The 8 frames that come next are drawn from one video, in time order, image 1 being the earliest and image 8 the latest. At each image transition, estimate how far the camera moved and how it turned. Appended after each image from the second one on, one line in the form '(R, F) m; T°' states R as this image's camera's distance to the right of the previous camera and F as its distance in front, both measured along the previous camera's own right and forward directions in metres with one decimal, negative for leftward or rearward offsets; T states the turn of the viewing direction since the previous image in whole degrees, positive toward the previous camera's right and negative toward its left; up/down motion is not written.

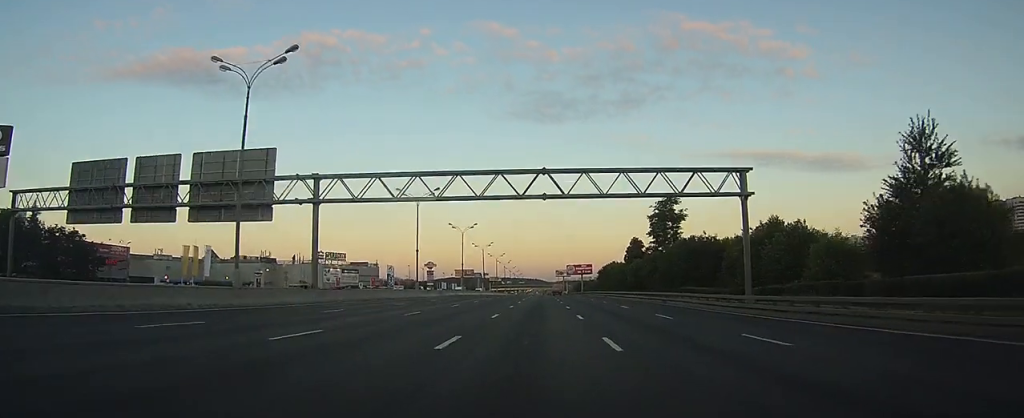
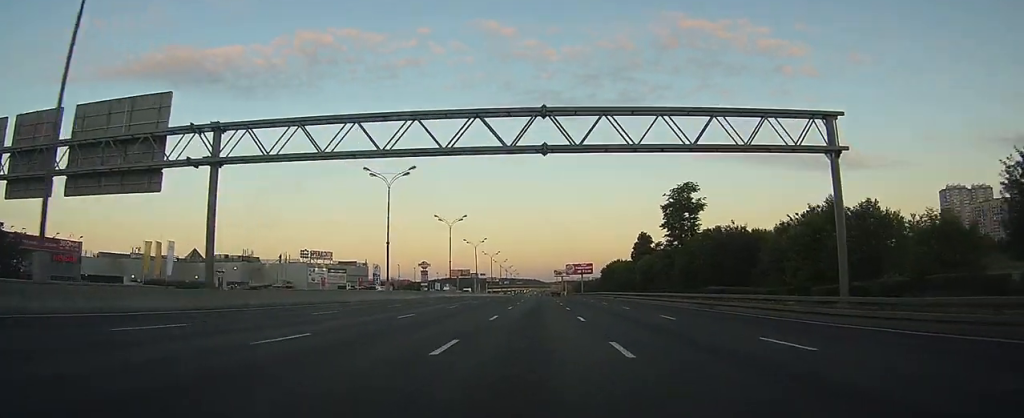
(0.0, +12.9) m; 0°
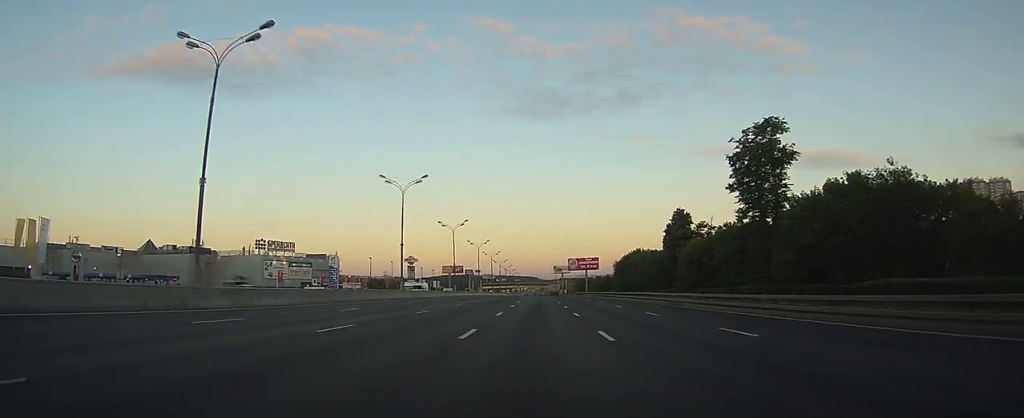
(+0.1, +32.9) m; 0°
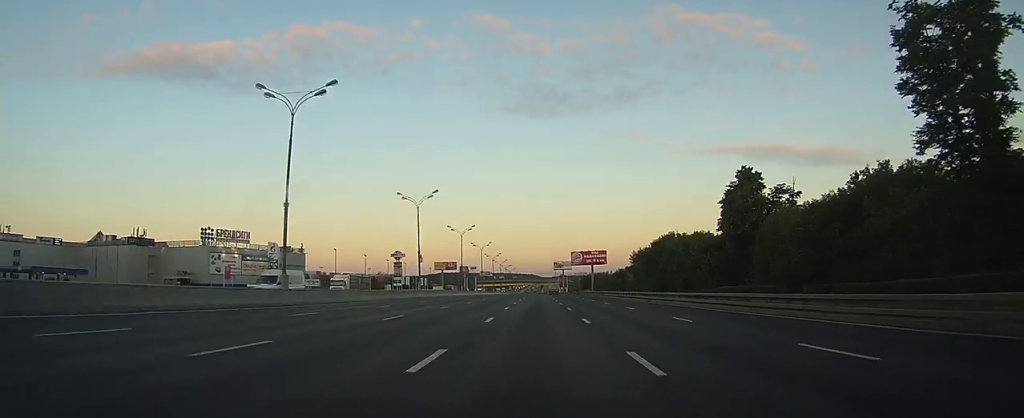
(0.0, +29.6) m; 0°
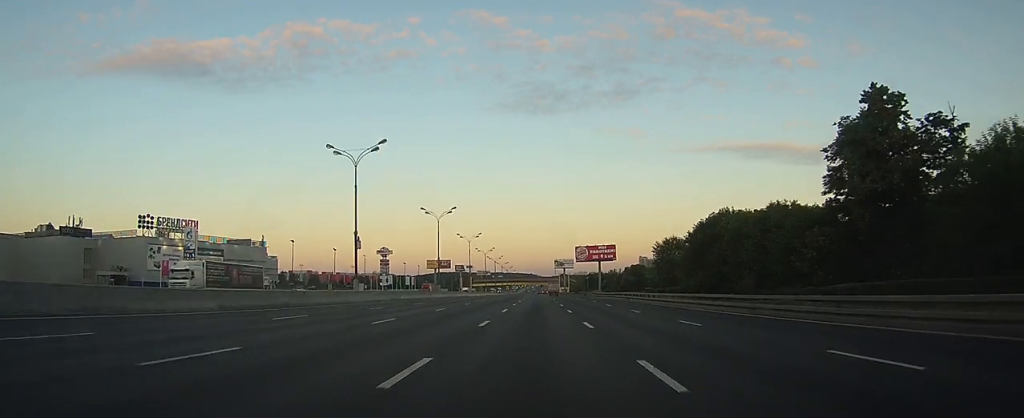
(0.0, +25.3) m; 0°
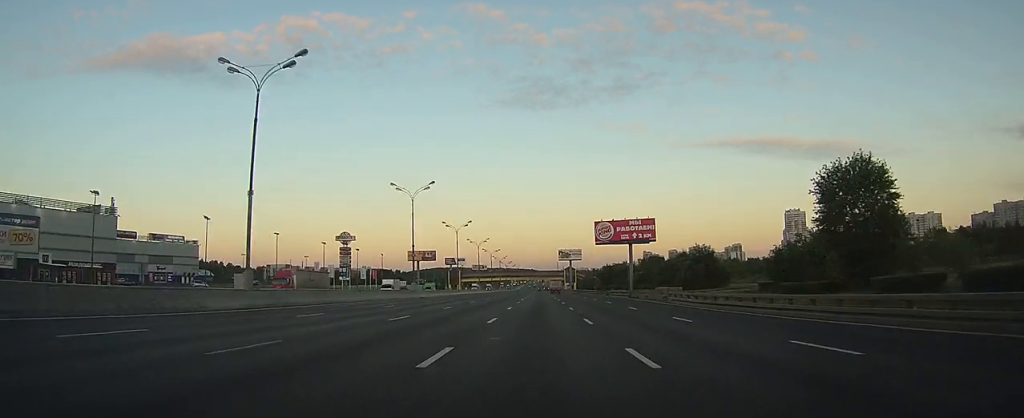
(+0.1, +57.7) m; 0°
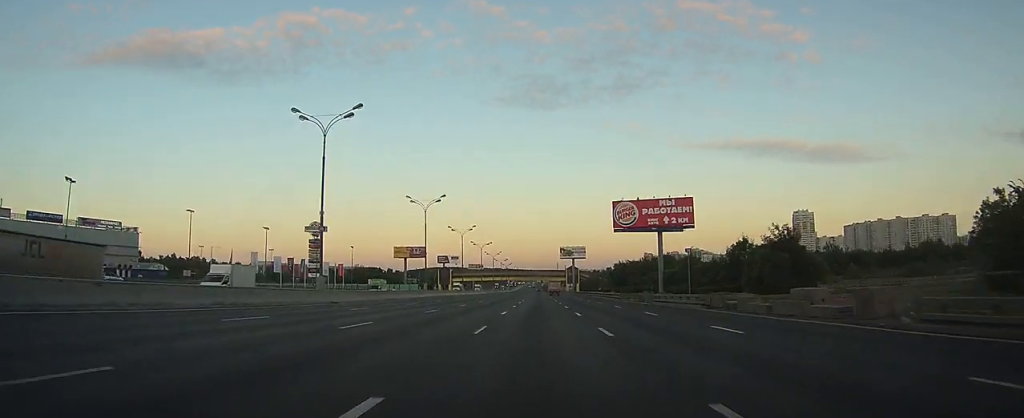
(0.0, +29.2) m; 0°
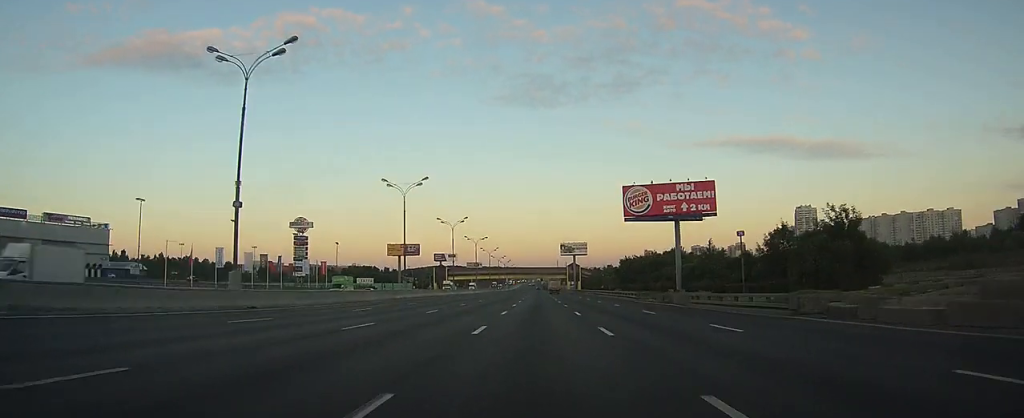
(0.0, +11.6) m; 0°
